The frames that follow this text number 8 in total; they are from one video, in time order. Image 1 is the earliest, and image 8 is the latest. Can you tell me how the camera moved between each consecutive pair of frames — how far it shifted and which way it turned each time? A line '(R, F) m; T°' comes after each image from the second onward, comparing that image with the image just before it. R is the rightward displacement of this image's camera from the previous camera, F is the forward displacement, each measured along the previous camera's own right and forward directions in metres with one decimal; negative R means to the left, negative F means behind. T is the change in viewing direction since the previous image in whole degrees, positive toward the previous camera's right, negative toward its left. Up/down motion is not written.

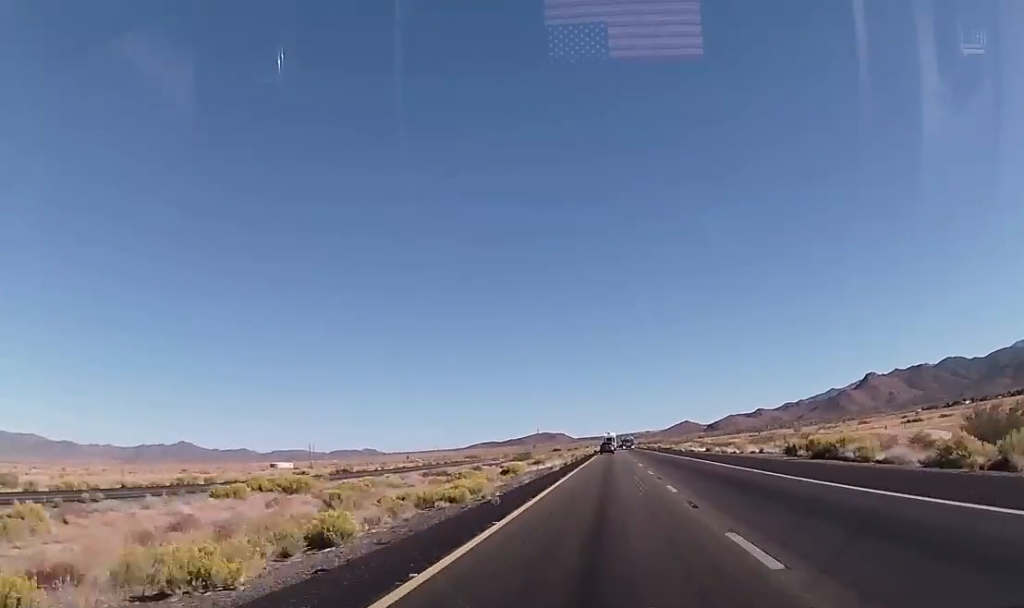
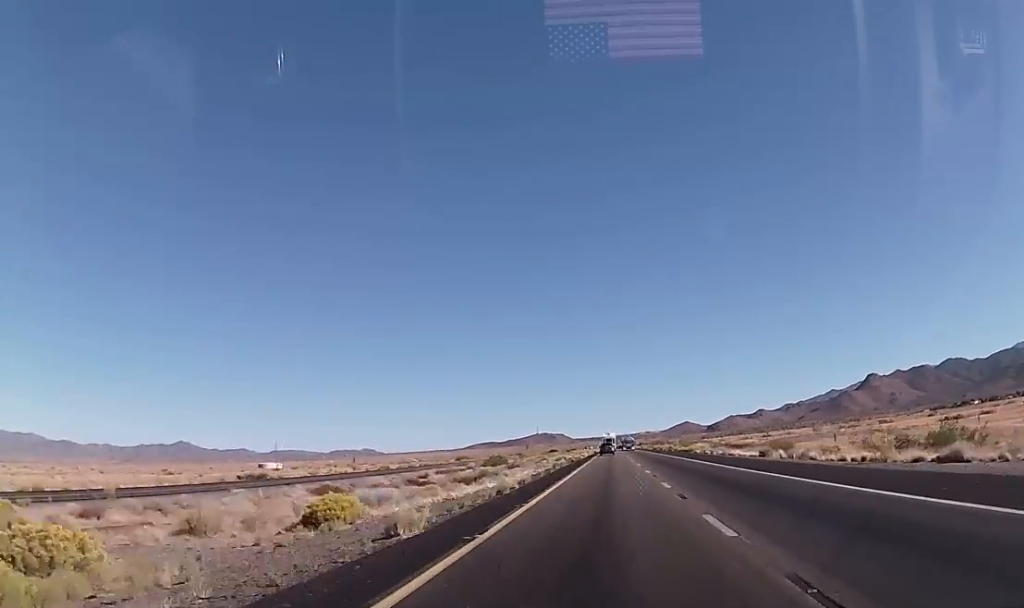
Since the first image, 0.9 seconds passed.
(0.0, +34.0) m; 0°
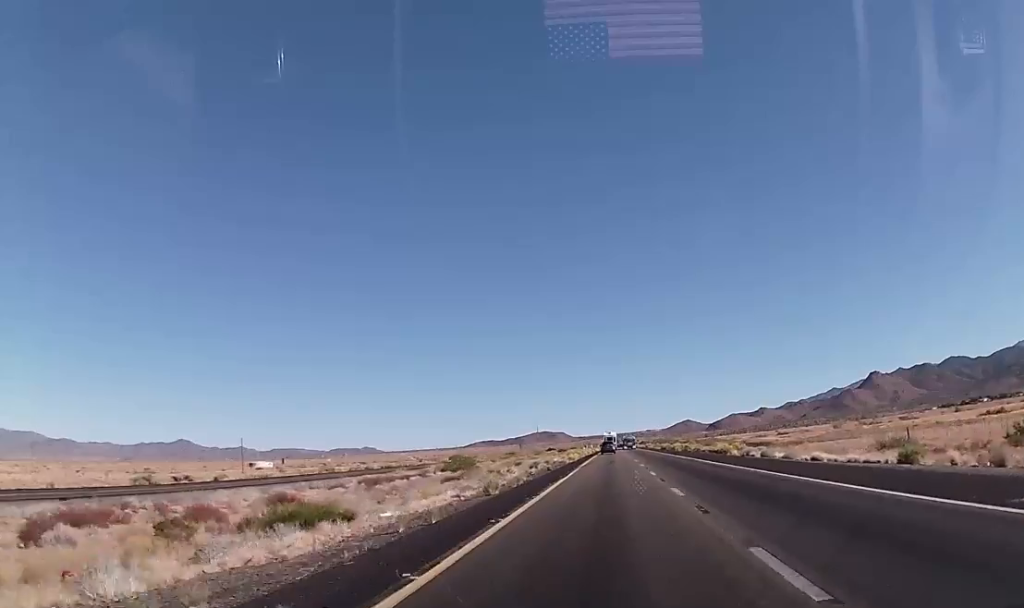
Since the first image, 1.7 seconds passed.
(0.0, +28.9) m; 0°
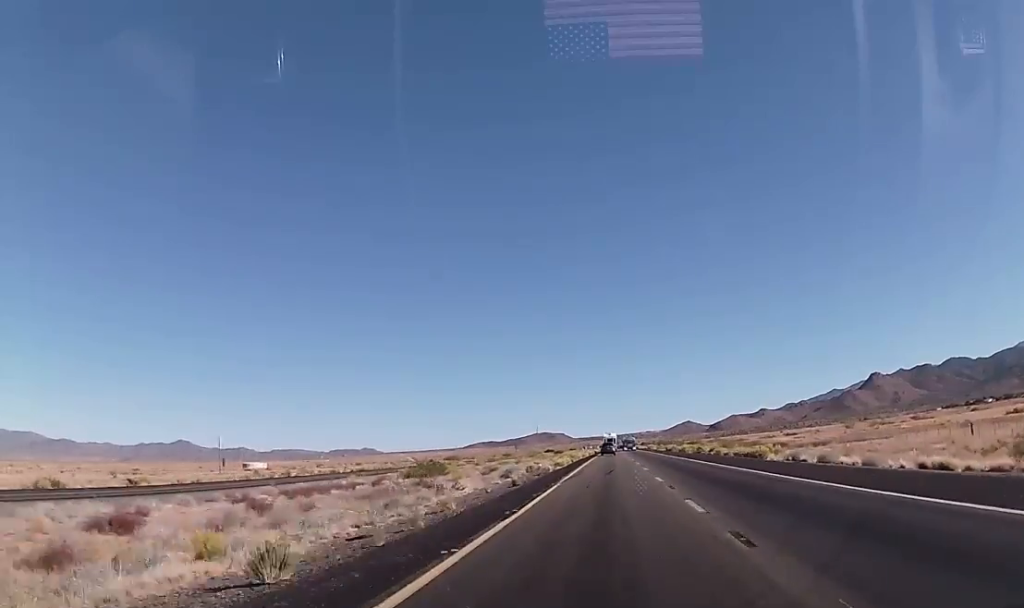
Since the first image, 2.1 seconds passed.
(0.0, +16.4) m; 0°
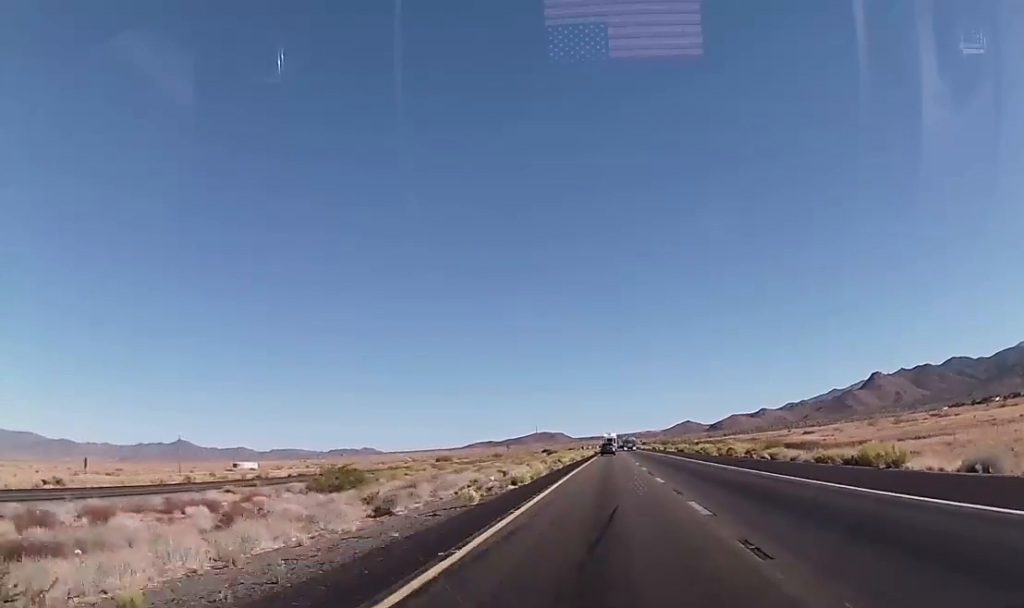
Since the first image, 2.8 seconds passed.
(0.0, +25.2) m; 0°
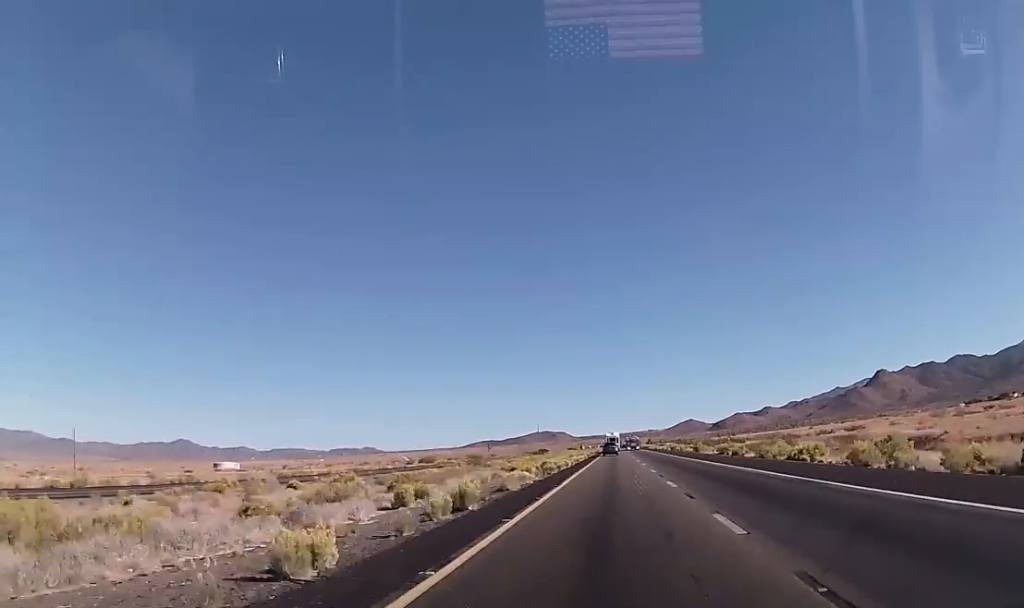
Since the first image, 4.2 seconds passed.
(0.0, +53.0) m; 0°
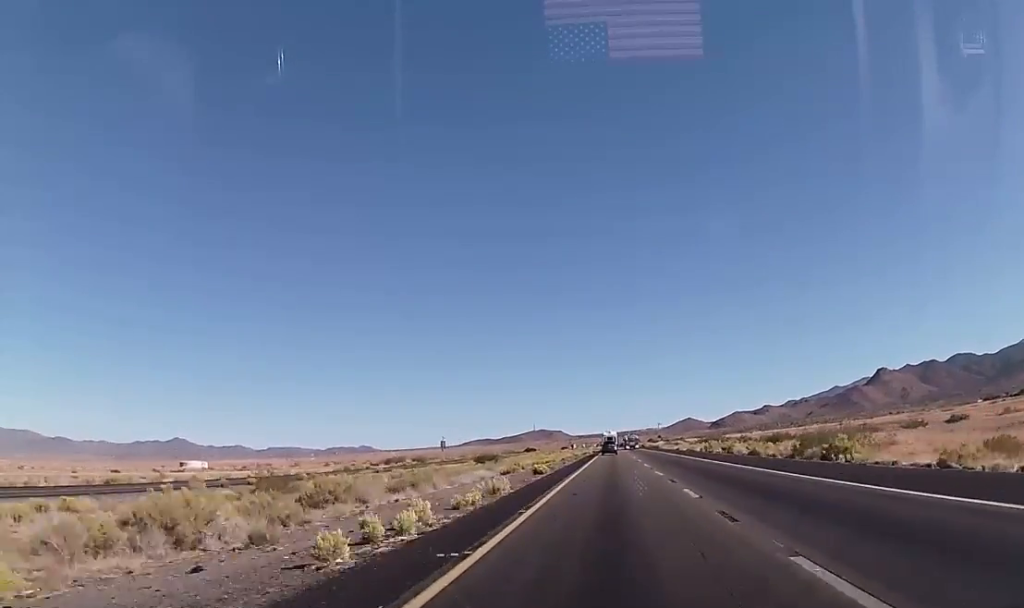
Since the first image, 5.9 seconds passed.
(+0.1, +66.7) m; +1°
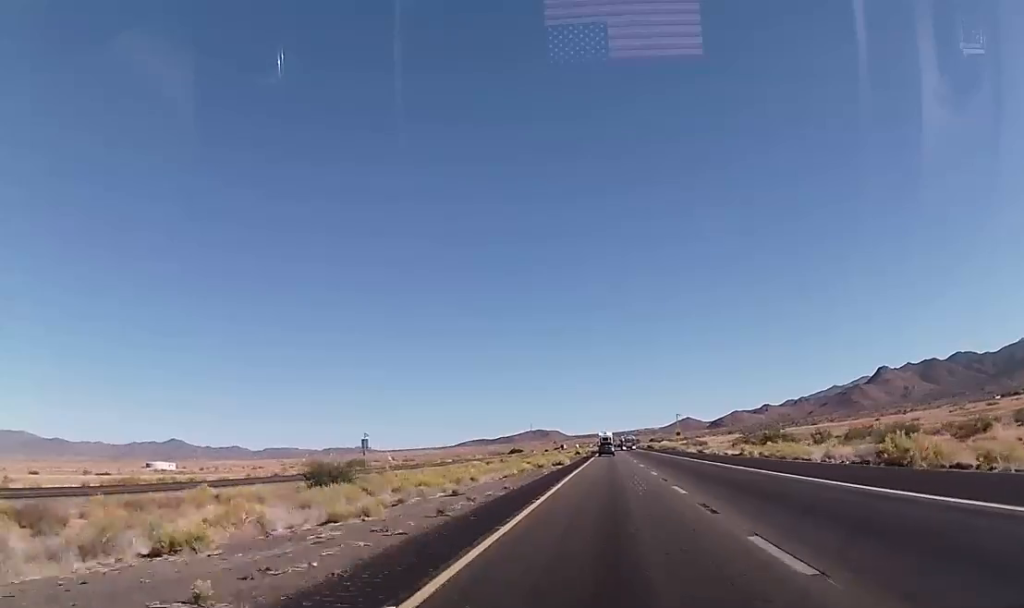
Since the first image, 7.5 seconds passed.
(0.0, +58.0) m; 0°
